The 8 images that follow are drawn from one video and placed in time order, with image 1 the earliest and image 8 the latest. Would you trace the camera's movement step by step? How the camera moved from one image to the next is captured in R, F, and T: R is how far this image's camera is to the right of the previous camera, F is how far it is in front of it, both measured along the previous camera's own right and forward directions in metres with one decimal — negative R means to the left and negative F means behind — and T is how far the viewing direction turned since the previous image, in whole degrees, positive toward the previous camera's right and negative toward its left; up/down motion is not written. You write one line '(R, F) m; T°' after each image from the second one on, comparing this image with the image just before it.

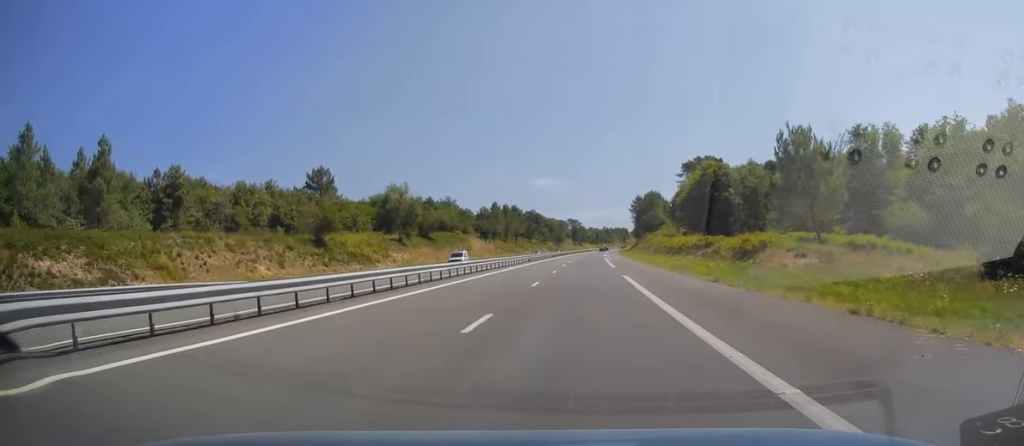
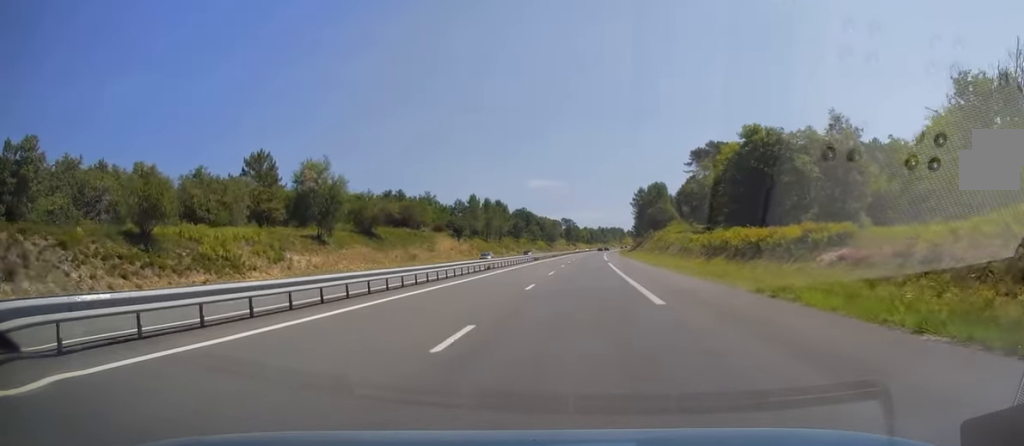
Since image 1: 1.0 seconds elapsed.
(+0.2, +28.1) m; +1°
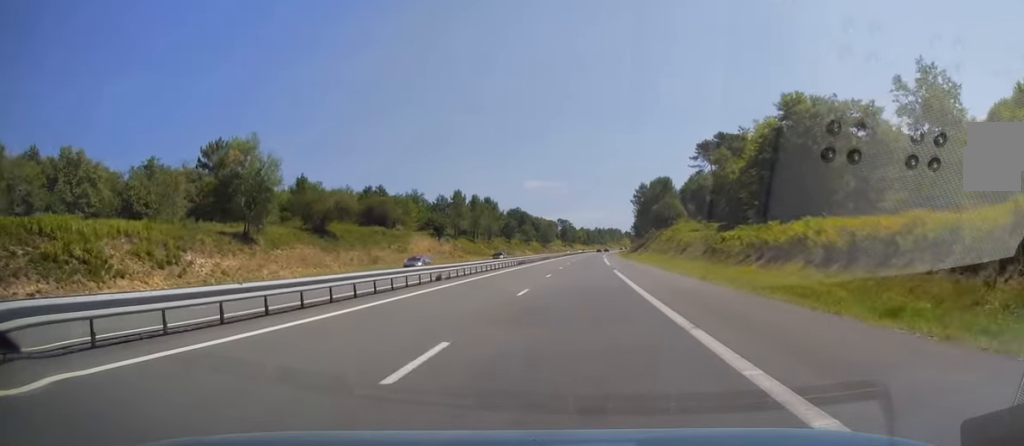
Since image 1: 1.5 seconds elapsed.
(0.0, +15.0) m; +1°
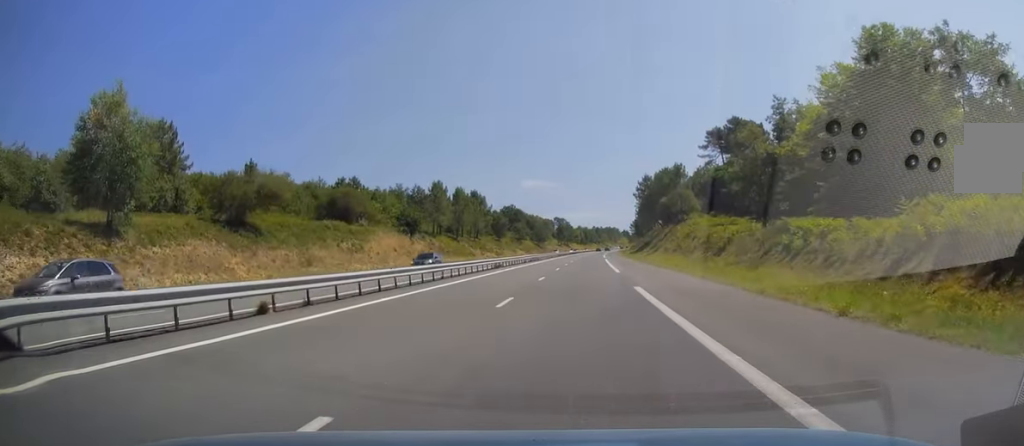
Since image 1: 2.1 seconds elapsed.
(+0.3, +17.4) m; 0°
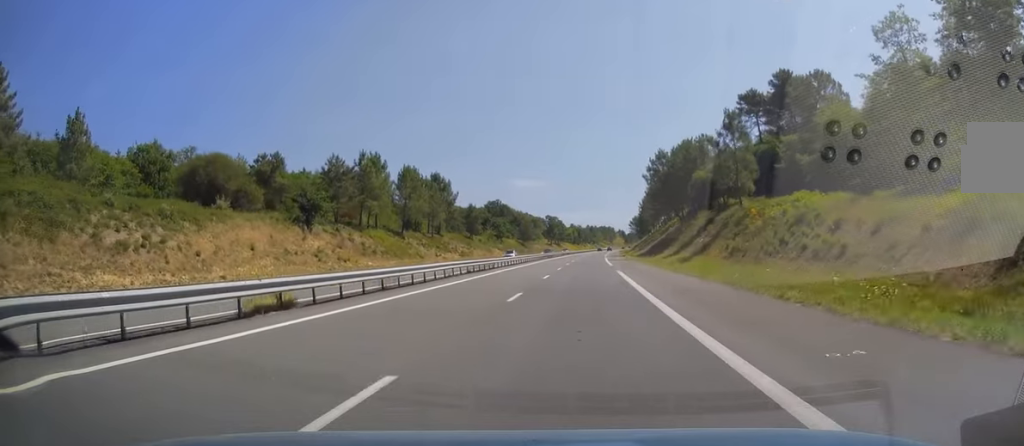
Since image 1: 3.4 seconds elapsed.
(-0.2, +37.2) m; 0°
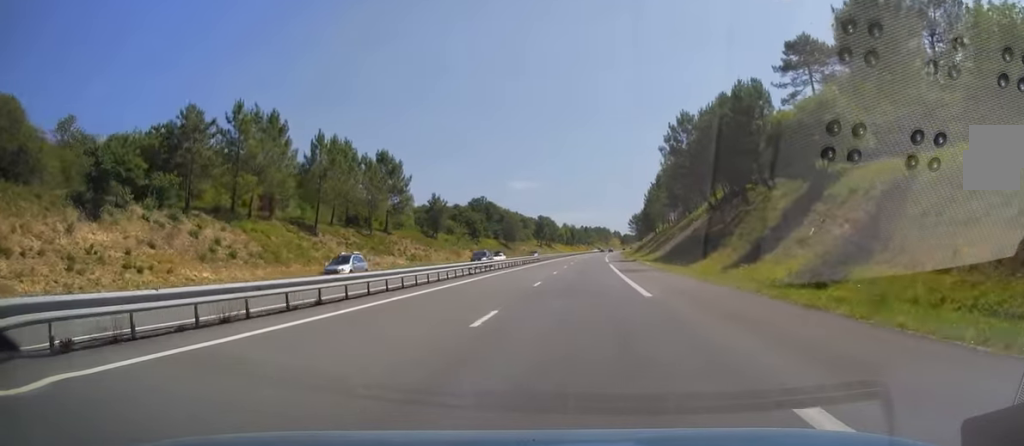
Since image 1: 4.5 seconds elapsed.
(+0.5, +31.5) m; +1°
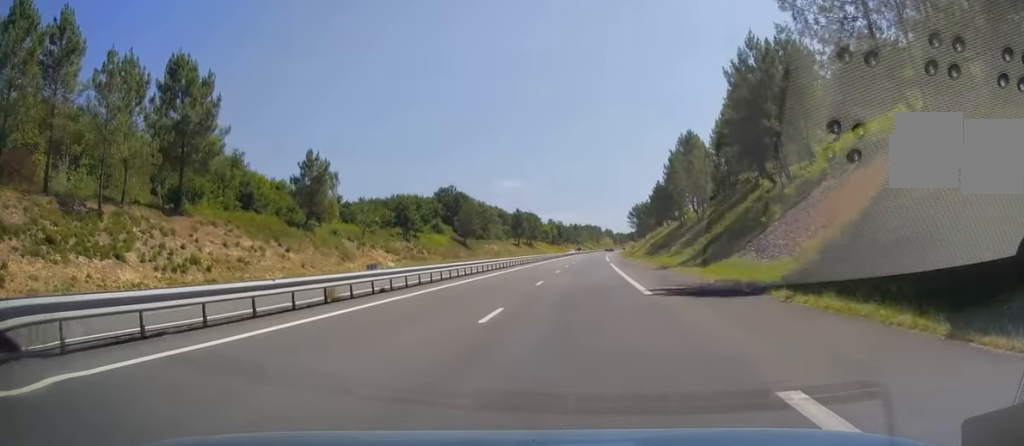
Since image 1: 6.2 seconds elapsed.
(0.0, +51.3) m; 0°
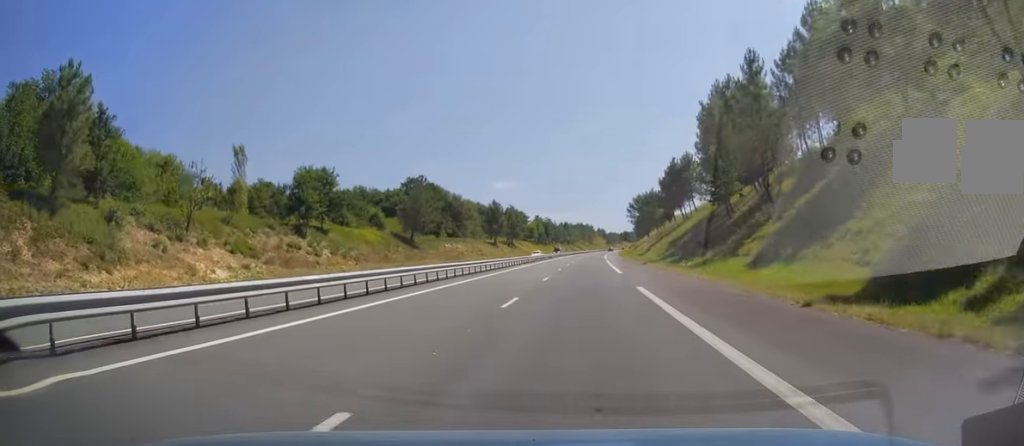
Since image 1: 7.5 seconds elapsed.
(+0.1, +35.9) m; +1°
